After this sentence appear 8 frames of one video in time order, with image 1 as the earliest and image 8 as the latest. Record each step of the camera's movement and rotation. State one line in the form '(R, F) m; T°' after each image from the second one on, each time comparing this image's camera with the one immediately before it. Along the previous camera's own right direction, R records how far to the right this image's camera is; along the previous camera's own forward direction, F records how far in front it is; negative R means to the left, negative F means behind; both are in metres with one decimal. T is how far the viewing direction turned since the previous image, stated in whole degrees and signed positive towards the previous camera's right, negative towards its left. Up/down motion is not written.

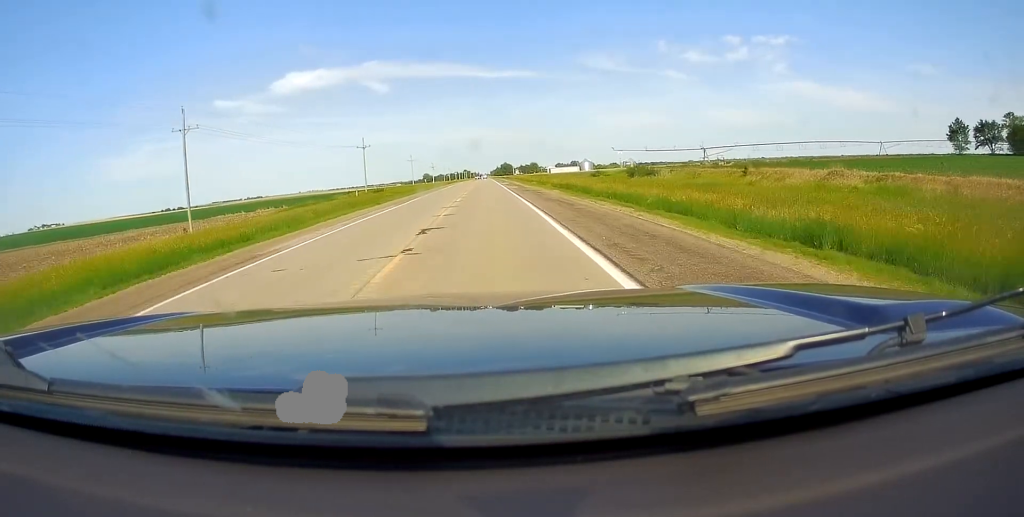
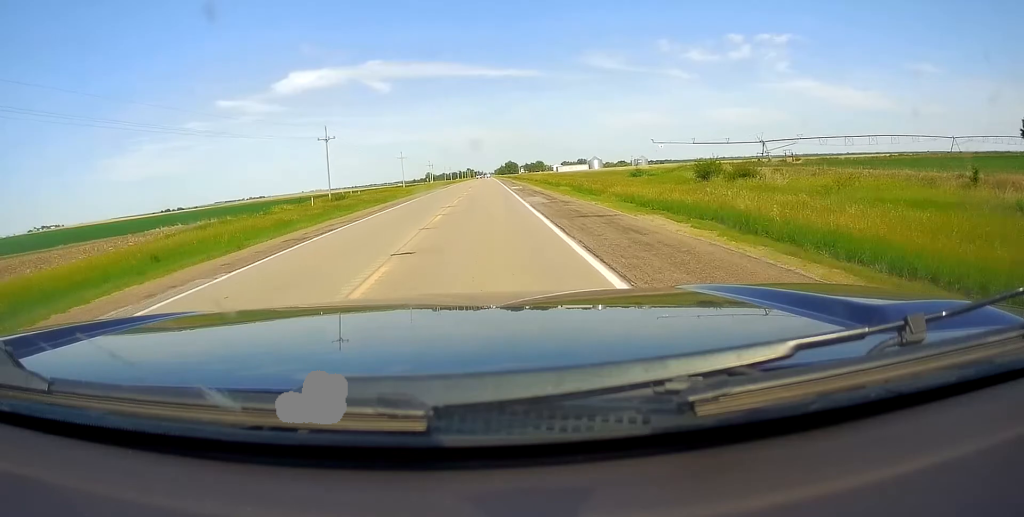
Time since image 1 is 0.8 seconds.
(-0.1, +25.9) m; -1°
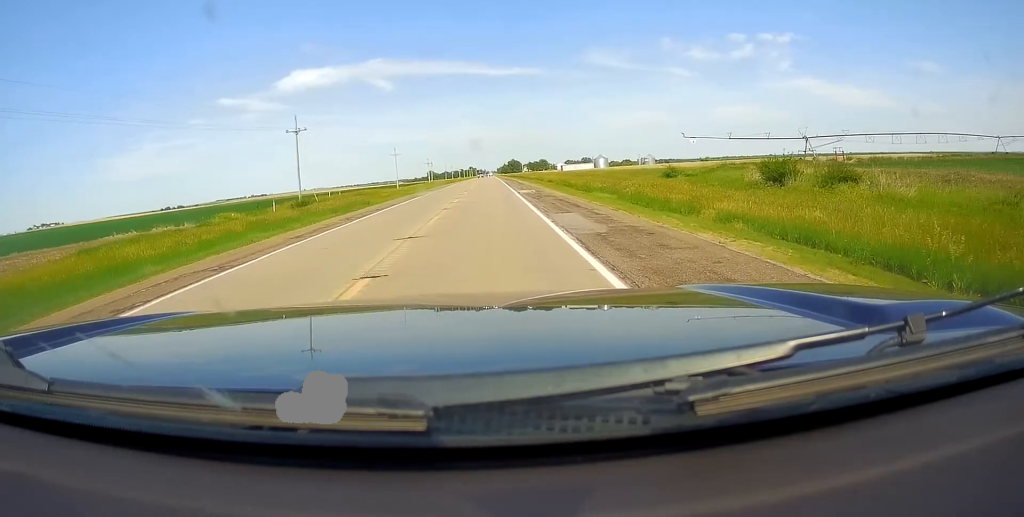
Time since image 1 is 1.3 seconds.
(-0.1, +13.5) m; 0°
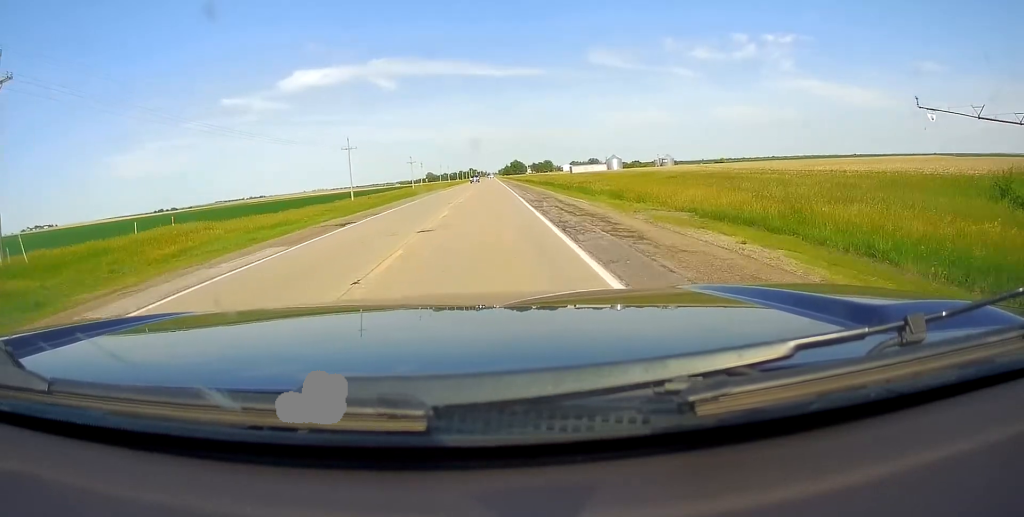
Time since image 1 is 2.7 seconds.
(0.0, +45.2) m; 0°
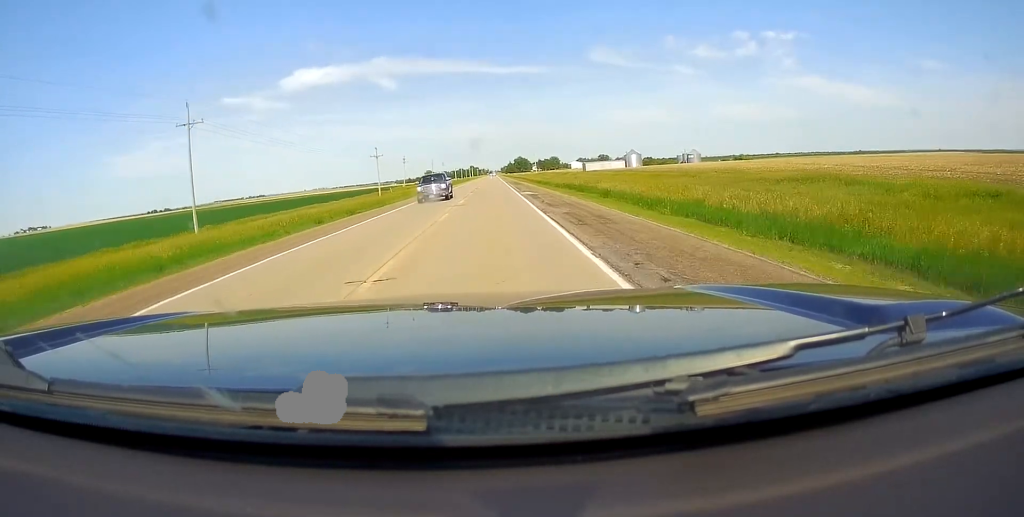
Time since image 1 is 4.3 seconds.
(+0.7, +49.8) m; +1°
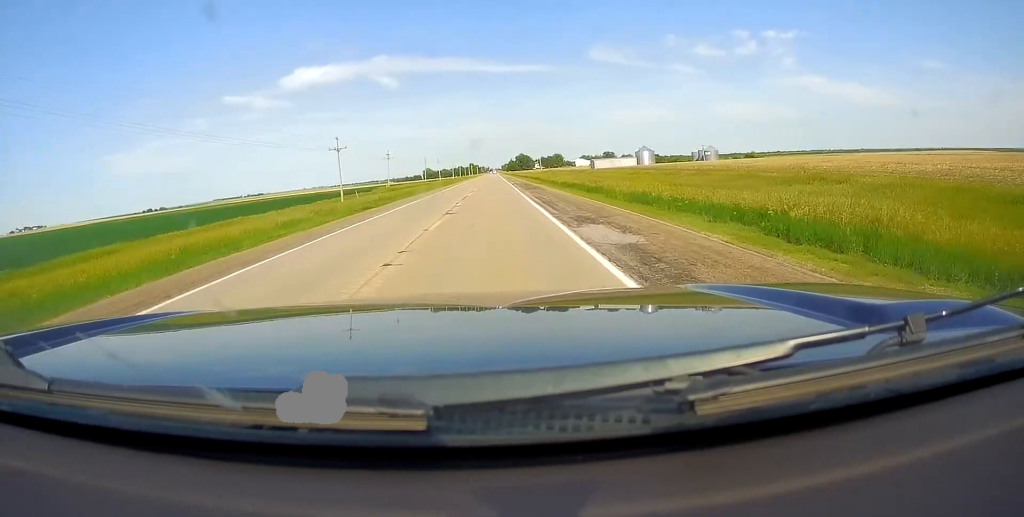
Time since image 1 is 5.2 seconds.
(-0.4, +27.9) m; -2°
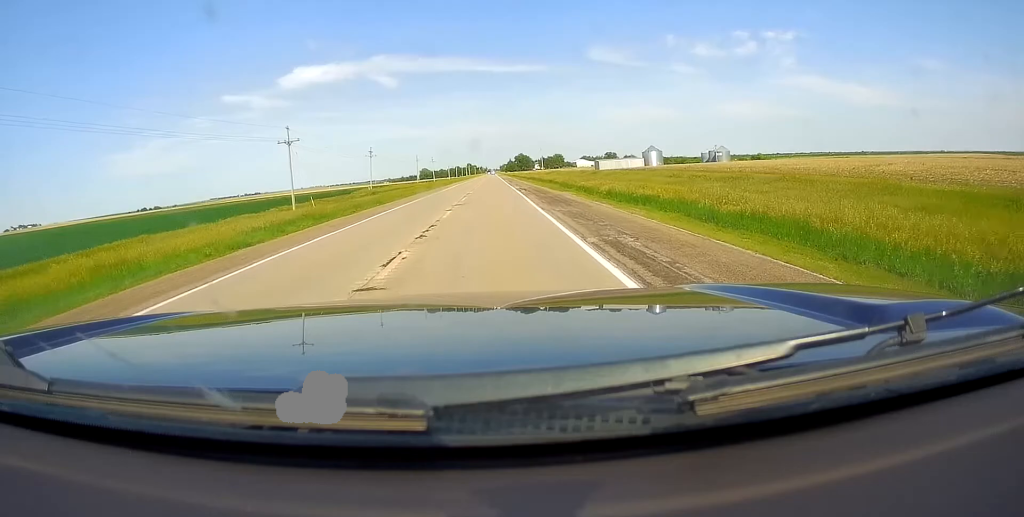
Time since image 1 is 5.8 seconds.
(-0.3, +19.7) m; 0°
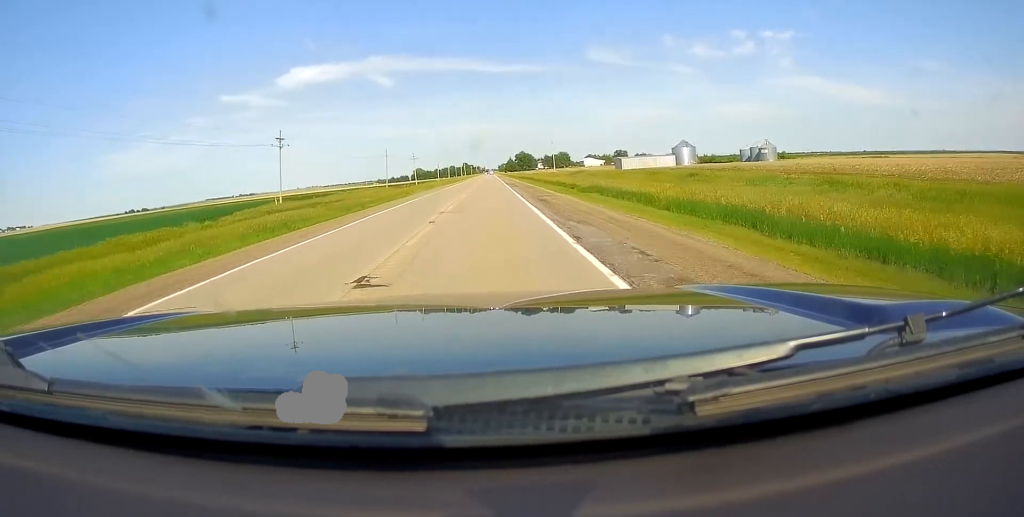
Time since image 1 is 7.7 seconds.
(+0.5, +56.3) m; +1°
